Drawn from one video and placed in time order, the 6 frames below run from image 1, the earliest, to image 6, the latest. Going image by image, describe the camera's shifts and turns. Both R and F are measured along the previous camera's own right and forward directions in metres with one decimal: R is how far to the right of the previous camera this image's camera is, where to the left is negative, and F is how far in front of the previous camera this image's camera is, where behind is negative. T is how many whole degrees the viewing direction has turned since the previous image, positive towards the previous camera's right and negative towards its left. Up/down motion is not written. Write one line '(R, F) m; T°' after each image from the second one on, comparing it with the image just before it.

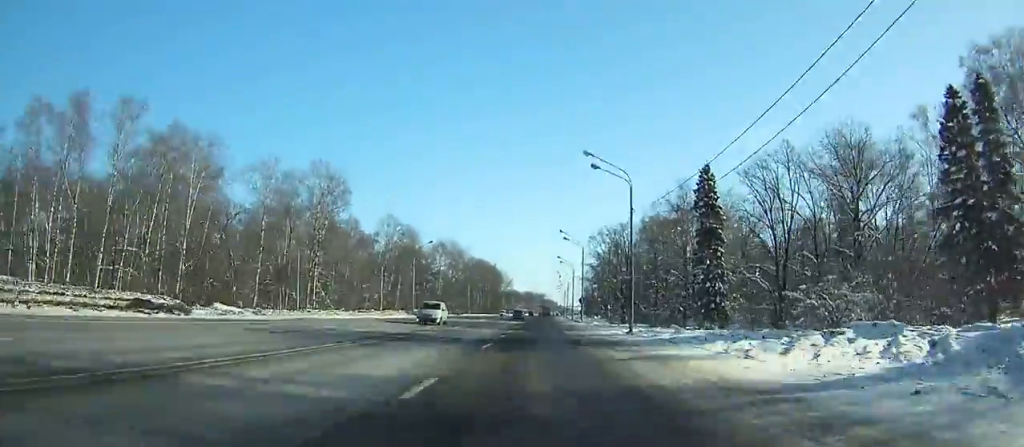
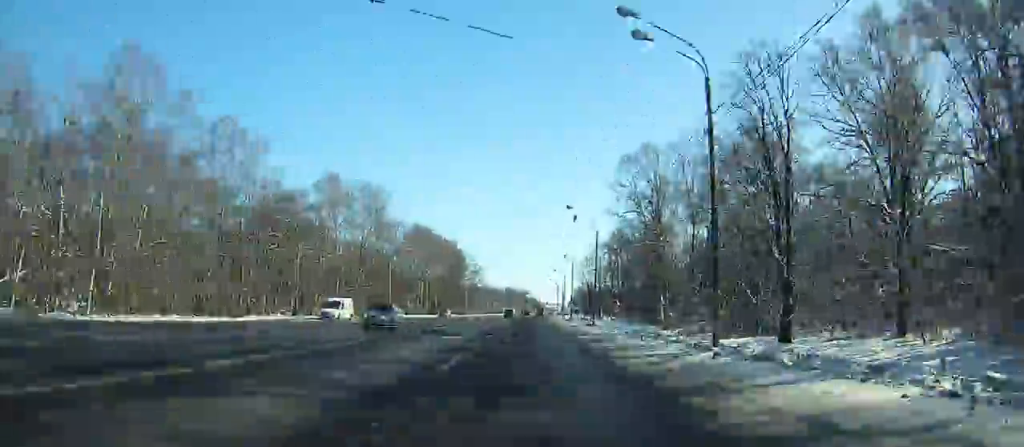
(+1.9, +78.3) m; +2°
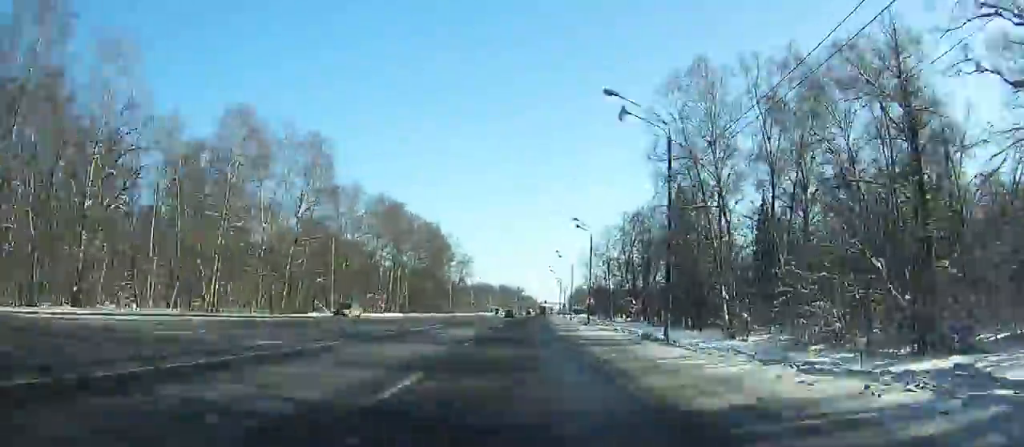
(-0.1, +24.8) m; +1°
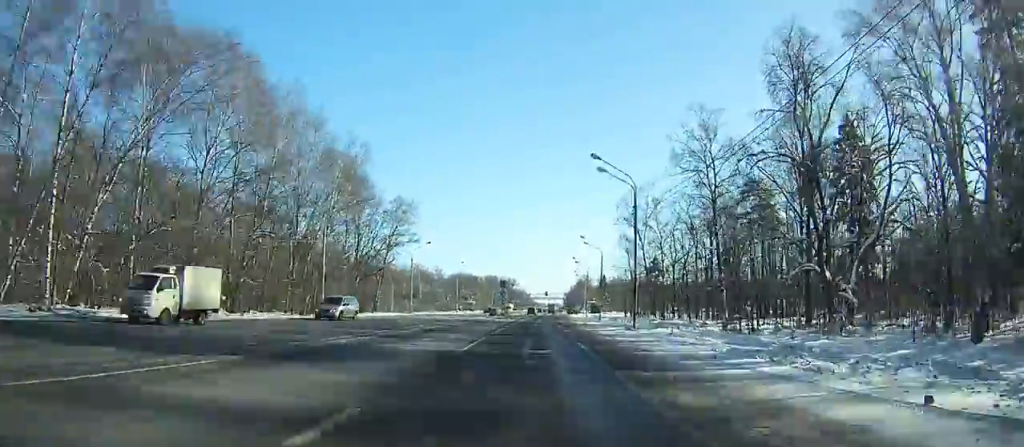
(+0.9, +82.9) m; 0°
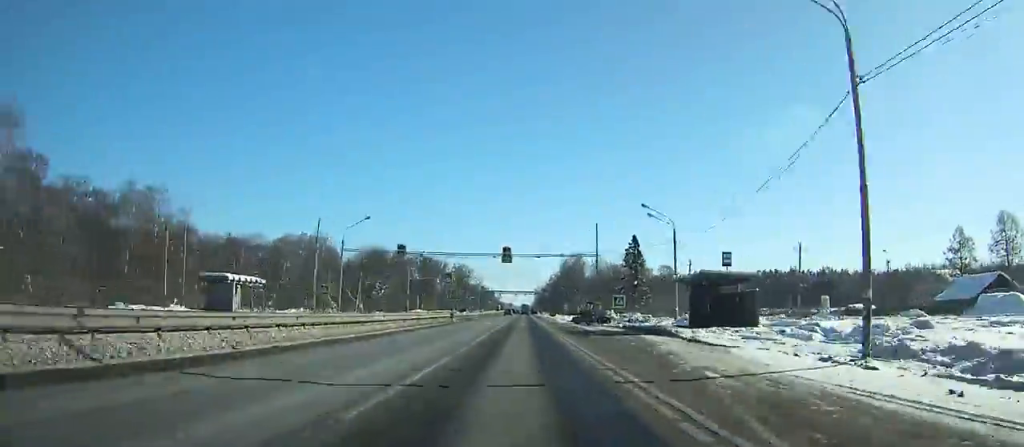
(+2.5, +144.3) m; +3°
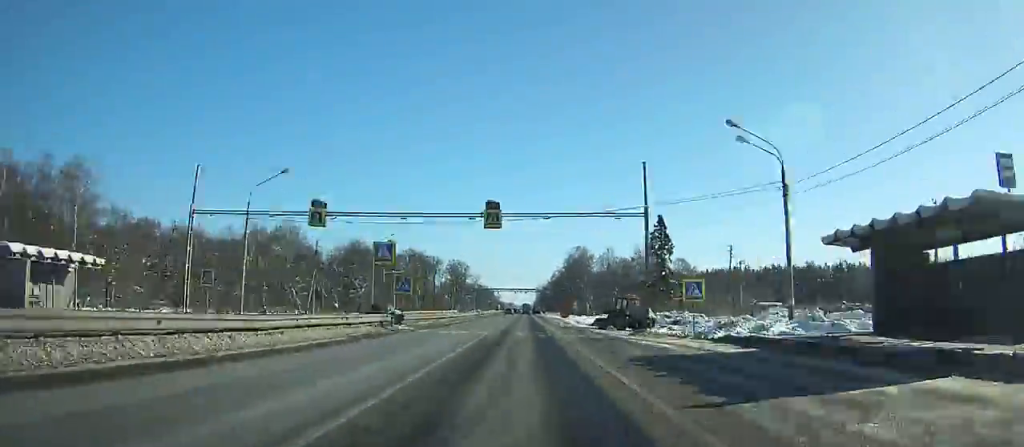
(+0.1, +26.0) m; 0°
